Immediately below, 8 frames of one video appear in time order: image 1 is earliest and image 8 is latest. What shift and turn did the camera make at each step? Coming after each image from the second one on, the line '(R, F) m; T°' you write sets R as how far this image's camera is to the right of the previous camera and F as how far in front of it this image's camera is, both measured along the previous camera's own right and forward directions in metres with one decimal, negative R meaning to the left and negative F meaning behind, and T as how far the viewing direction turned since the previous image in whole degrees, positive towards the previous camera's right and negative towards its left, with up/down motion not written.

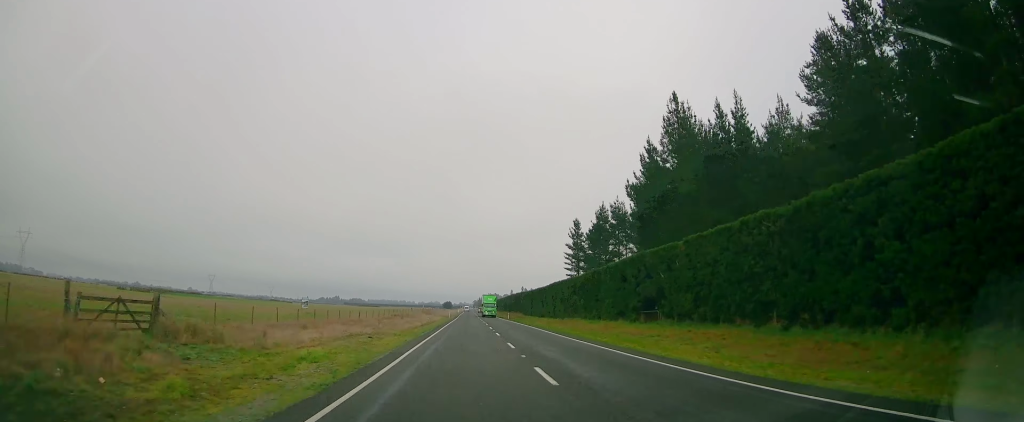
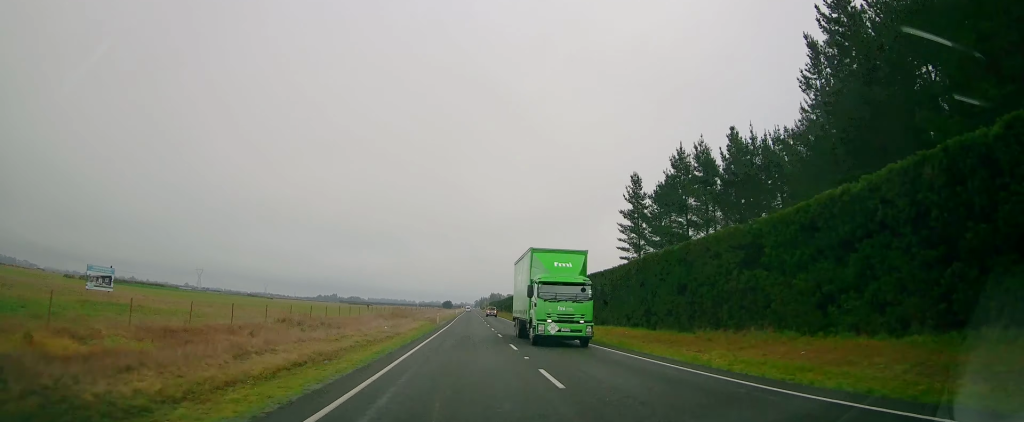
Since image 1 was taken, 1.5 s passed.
(-0.3, +40.2) m; 0°
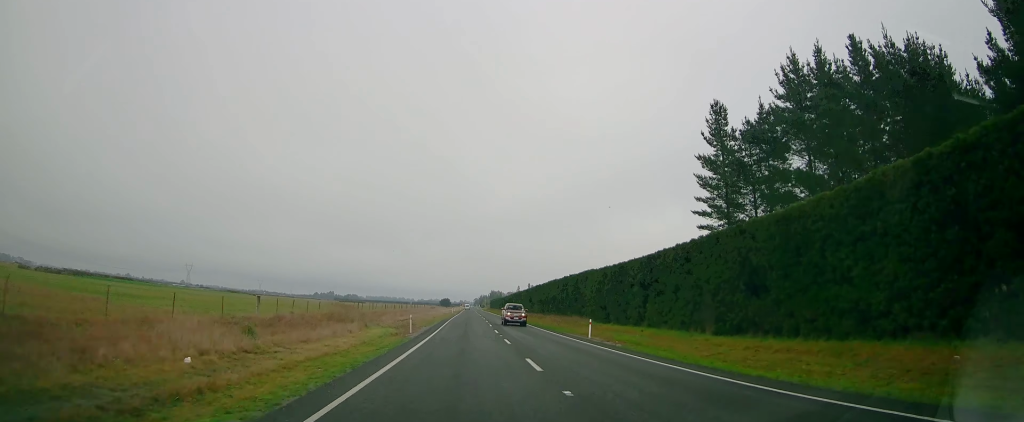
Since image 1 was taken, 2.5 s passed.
(+0.2, +26.5) m; 0°
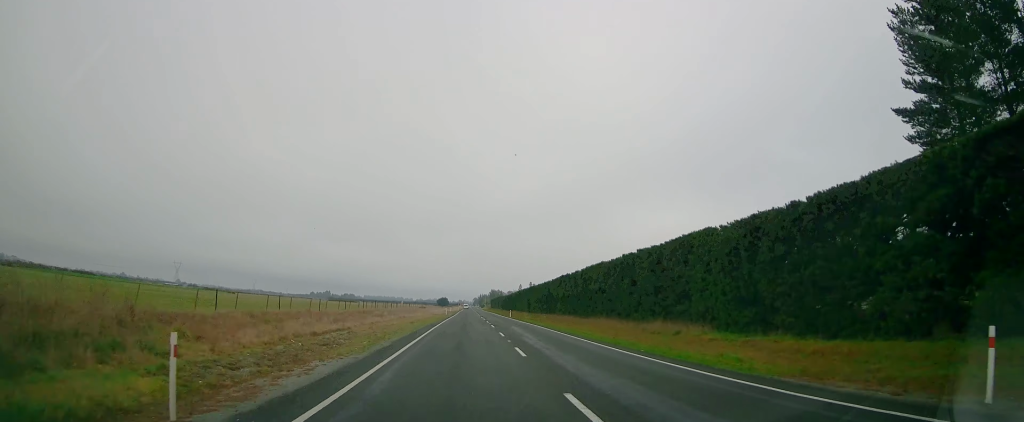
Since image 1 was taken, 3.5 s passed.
(-0.2, +26.3) m; 0°
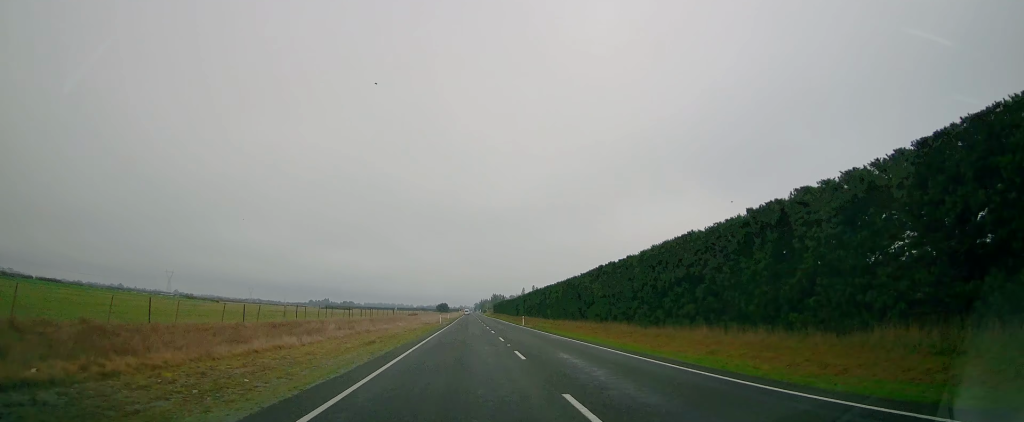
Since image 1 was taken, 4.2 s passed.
(+0.3, +19.2) m; 0°
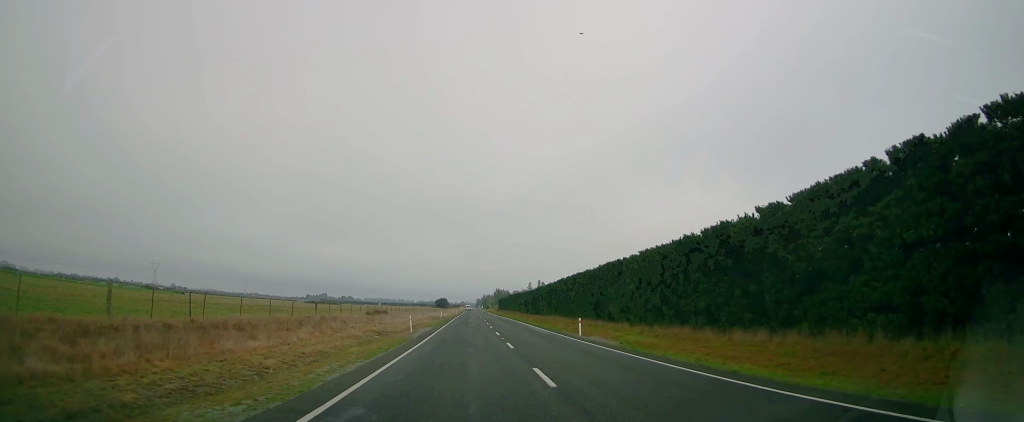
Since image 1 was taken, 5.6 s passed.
(-0.3, +35.0) m; 0°
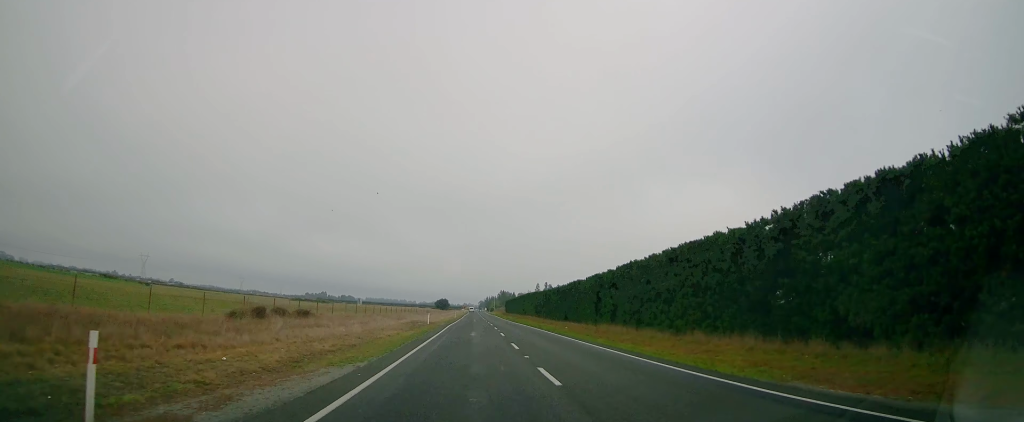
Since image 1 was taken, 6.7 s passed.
(+0.4, +29.0) m; +1°
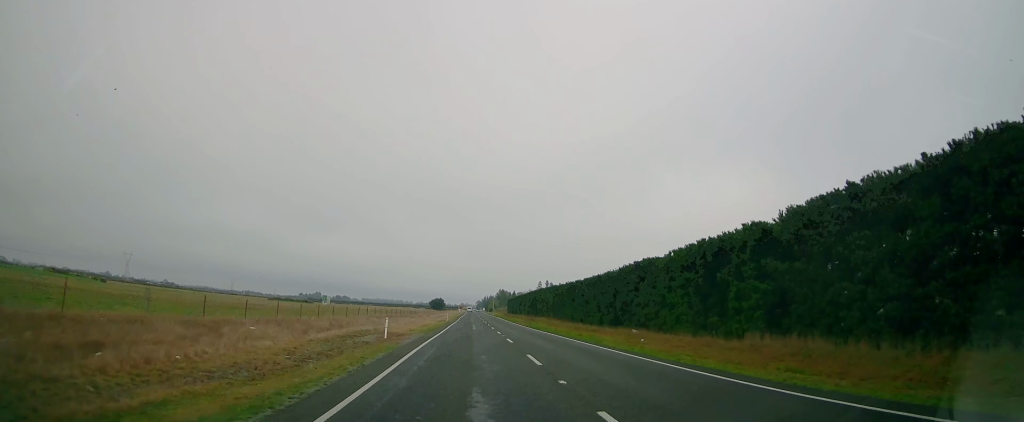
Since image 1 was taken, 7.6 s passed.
(+0.2, +25.7) m; 0°
